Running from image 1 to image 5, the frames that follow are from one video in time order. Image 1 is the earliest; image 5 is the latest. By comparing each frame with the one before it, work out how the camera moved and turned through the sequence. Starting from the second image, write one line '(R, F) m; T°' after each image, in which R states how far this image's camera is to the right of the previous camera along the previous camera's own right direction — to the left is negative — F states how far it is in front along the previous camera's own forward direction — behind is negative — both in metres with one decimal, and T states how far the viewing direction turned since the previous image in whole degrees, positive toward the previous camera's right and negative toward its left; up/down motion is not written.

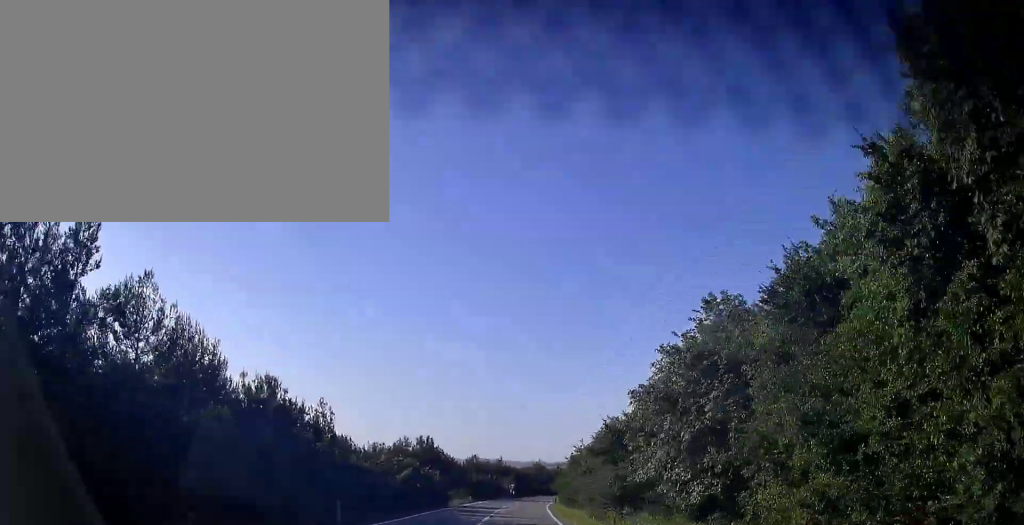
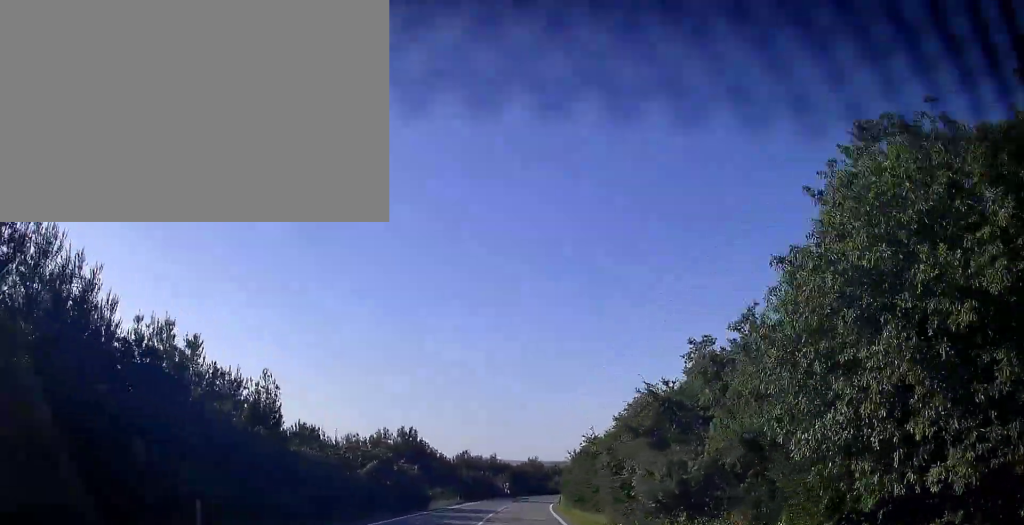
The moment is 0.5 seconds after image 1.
(-0.1, +9.7) m; 0°
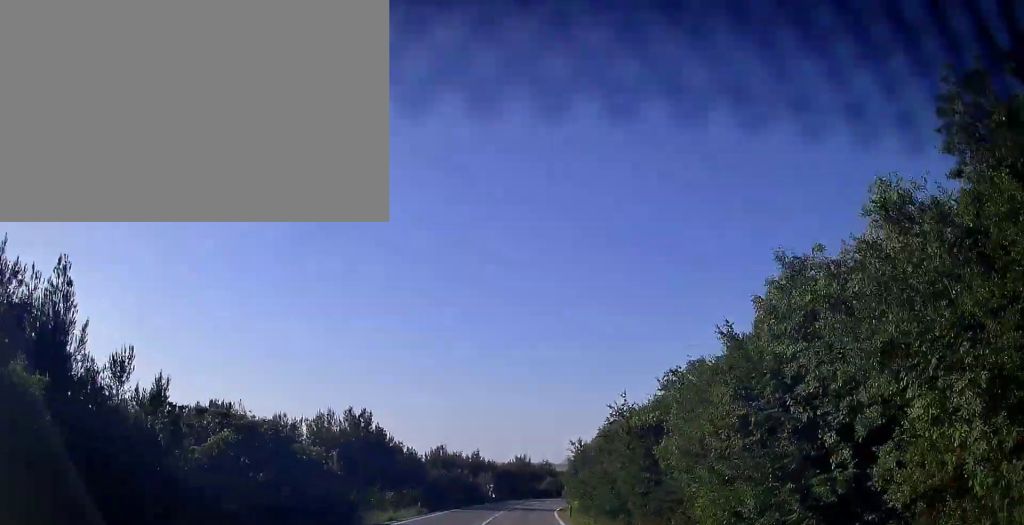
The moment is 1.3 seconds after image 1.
(0.0, +16.7) m; +1°
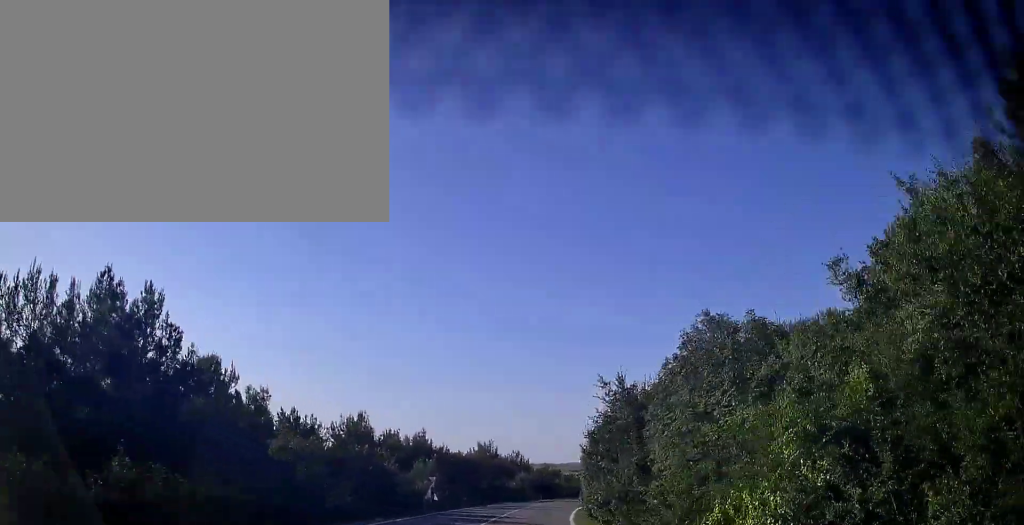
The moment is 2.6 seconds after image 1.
(+0.6, +28.7) m; +3°
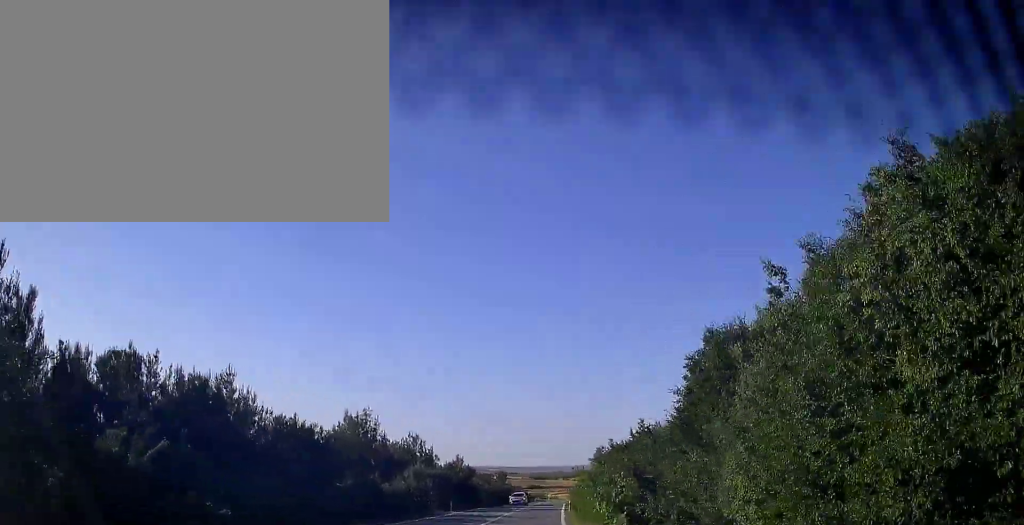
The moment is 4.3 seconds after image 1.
(+1.7, +33.9) m; +6°
